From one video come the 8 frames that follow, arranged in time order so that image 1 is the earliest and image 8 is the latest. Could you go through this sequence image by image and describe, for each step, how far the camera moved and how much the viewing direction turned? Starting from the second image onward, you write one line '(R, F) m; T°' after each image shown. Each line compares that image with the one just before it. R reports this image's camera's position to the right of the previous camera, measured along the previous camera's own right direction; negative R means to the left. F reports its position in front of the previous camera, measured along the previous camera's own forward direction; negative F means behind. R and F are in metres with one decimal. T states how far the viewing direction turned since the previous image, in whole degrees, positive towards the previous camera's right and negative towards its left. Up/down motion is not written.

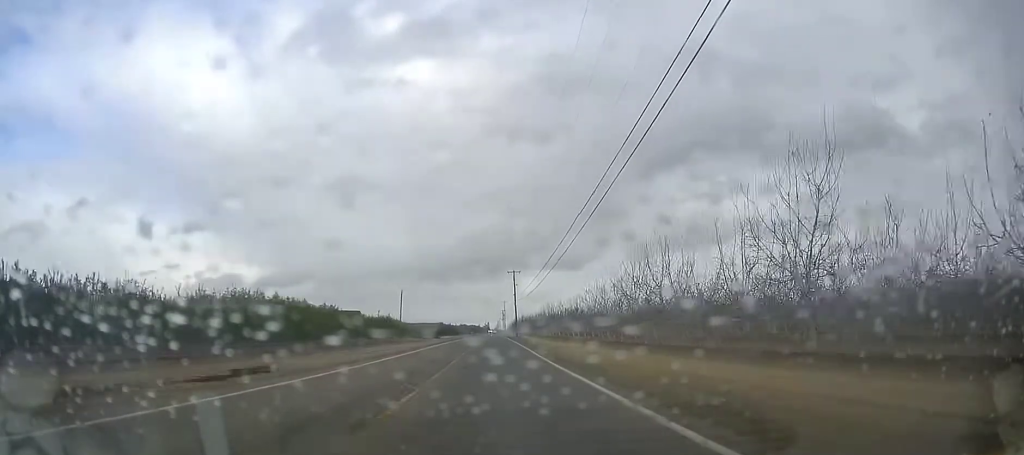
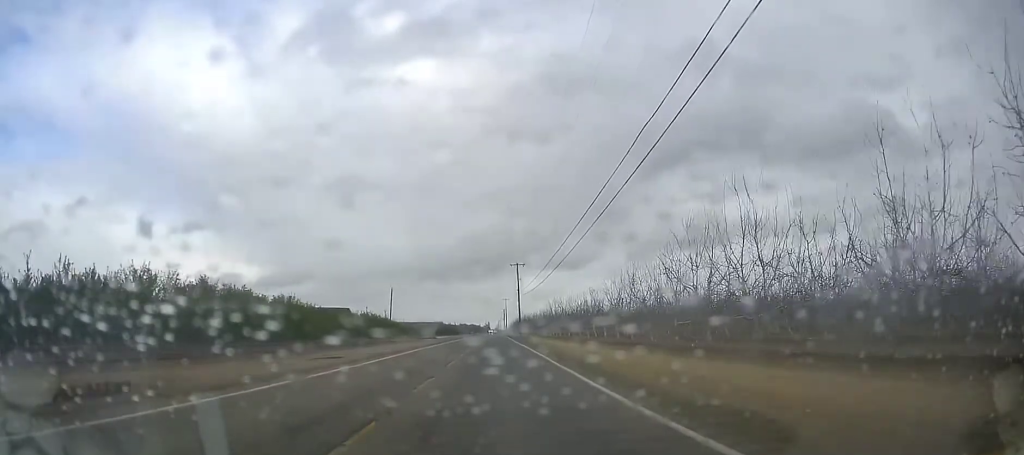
(0.0, +11.6) m; 0°
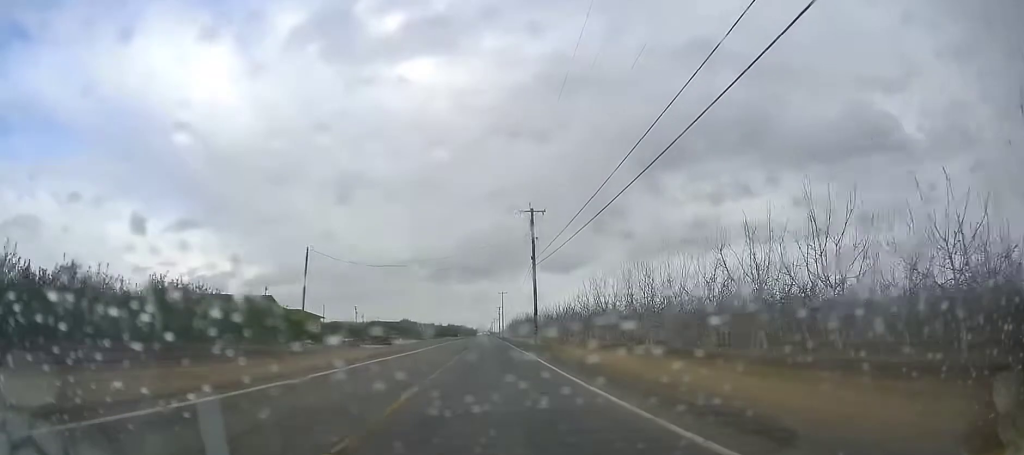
(0.0, +45.0) m; 0°
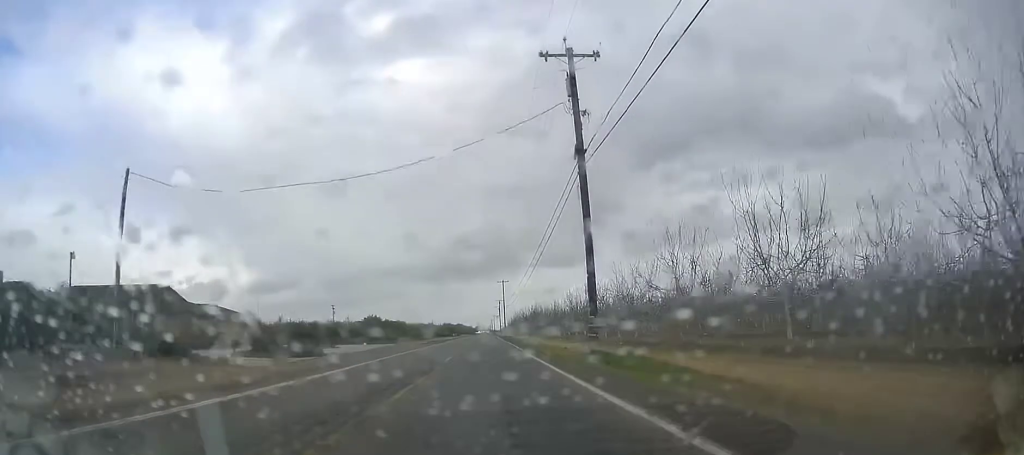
(0.0, +29.7) m; 0°
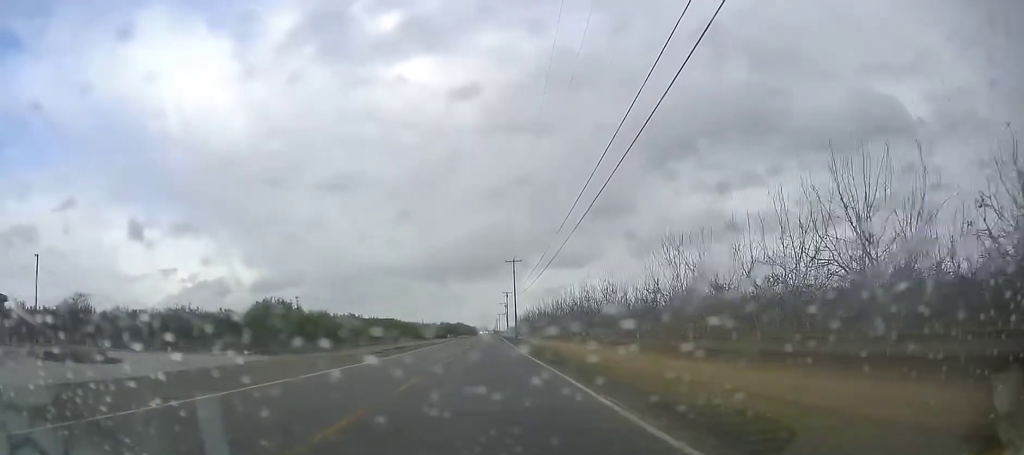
(+0.6, +39.0) m; +1°
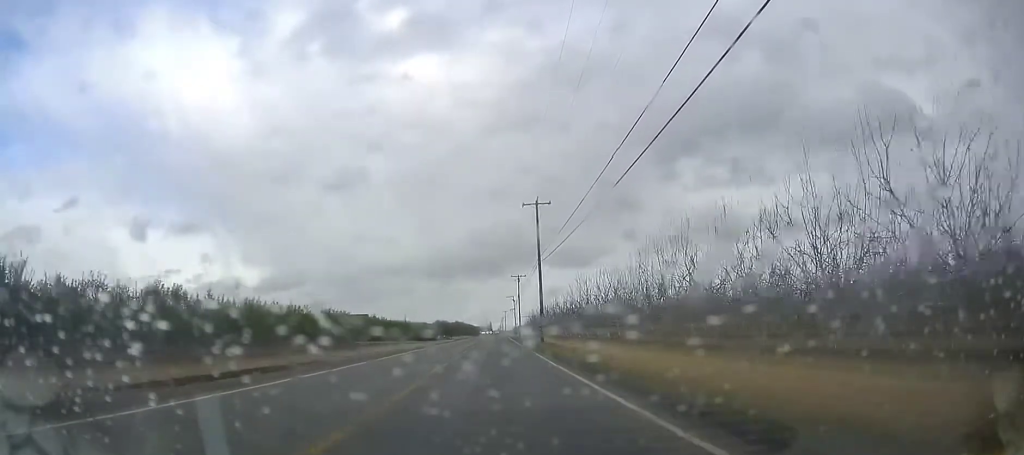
(-0.8, +40.1) m; -2°
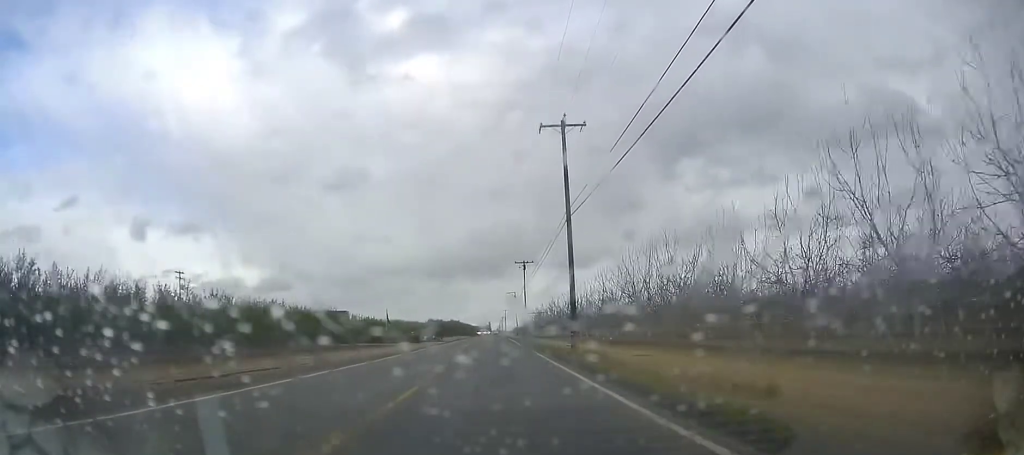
(-0.4, +19.7) m; 0°
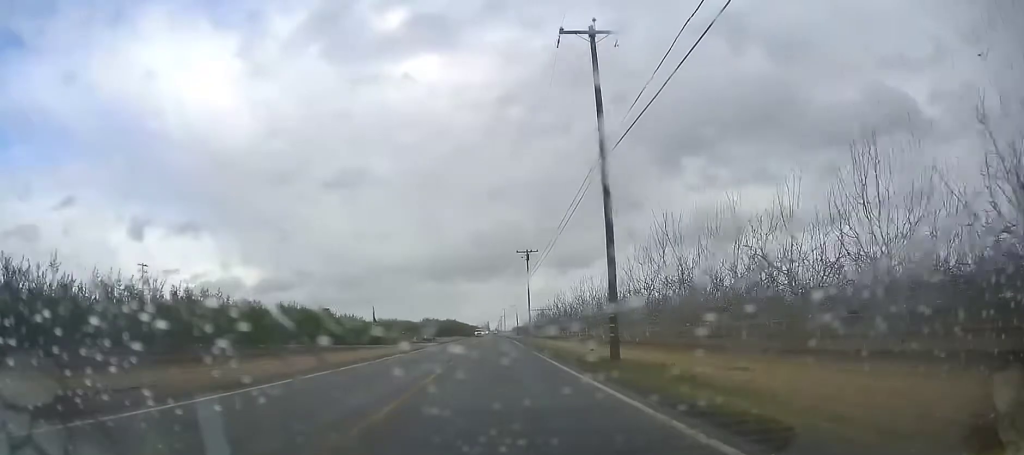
(+0.2, +10.4) m; 0°
